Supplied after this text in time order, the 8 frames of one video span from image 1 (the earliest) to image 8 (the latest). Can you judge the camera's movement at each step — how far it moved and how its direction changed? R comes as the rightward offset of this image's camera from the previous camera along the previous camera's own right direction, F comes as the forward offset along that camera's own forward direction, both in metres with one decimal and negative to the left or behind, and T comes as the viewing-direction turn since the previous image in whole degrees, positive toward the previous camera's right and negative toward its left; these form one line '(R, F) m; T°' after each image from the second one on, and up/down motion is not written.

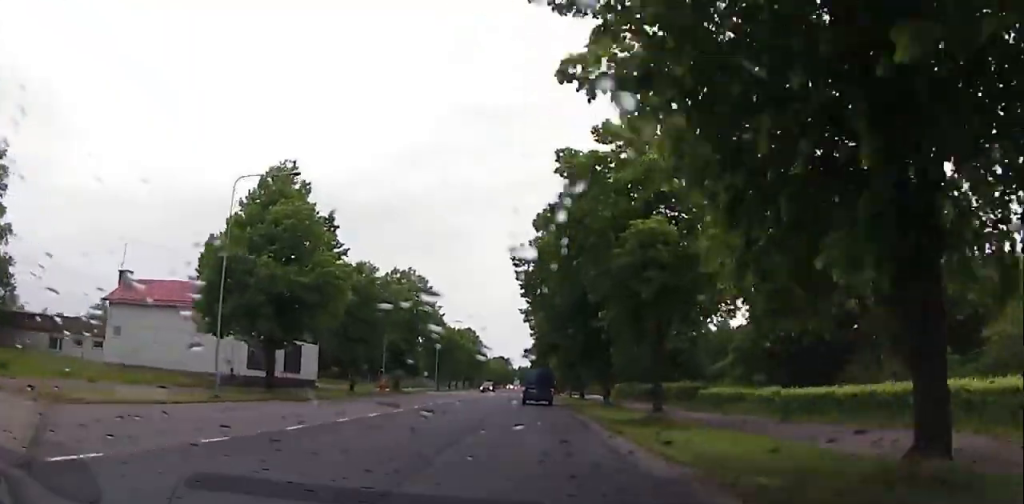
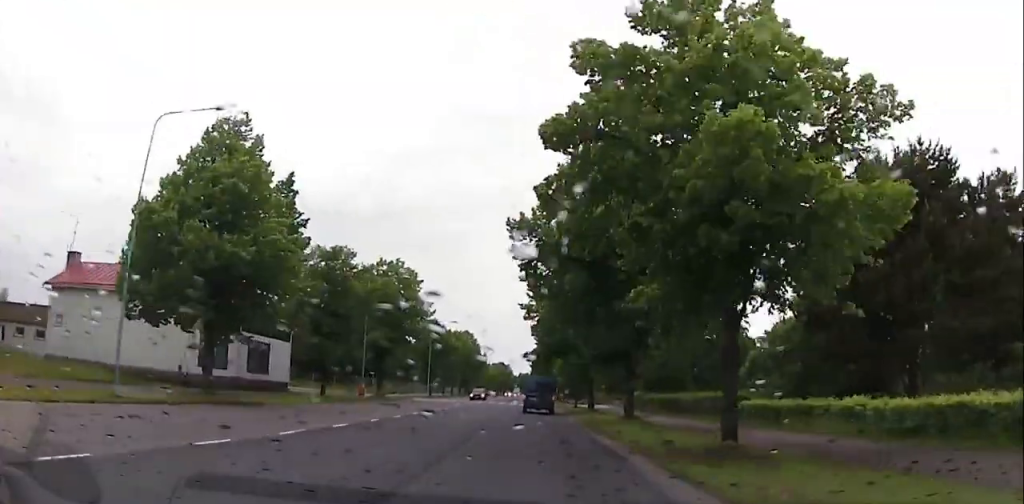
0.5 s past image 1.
(0.0, +7.7) m; 0°
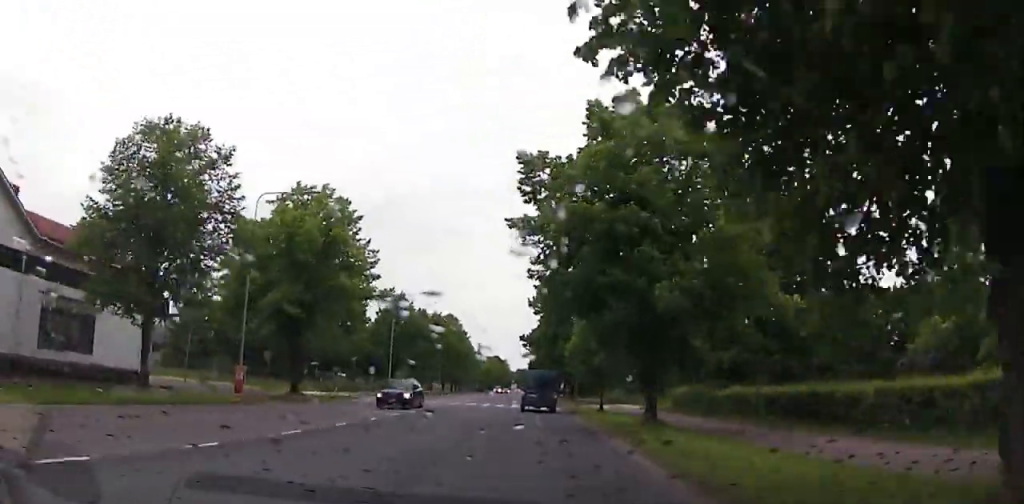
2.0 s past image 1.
(0.0, +22.9) m; -2°
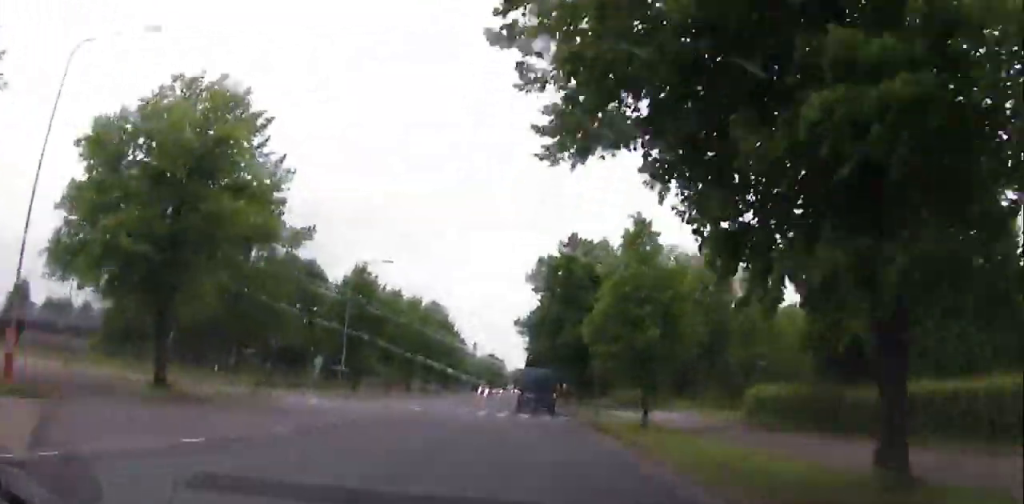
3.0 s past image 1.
(-0.5, +15.5) m; 0°
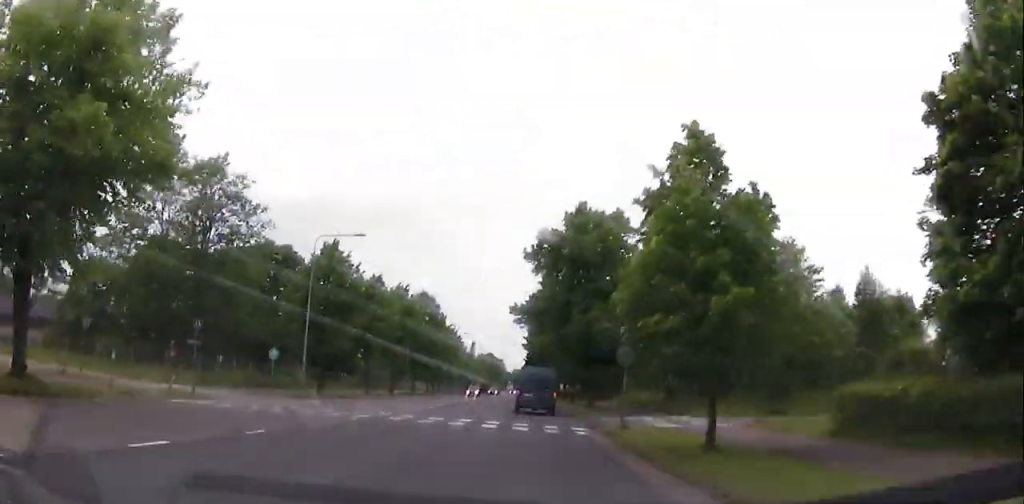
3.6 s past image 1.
(+0.3, +8.5) m; +1°
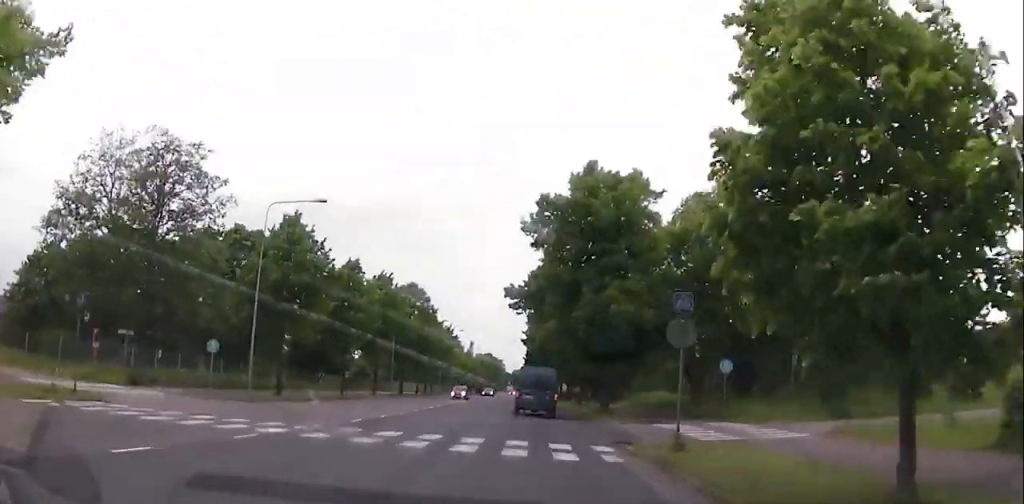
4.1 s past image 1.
(+0.1, +8.0) m; +1°
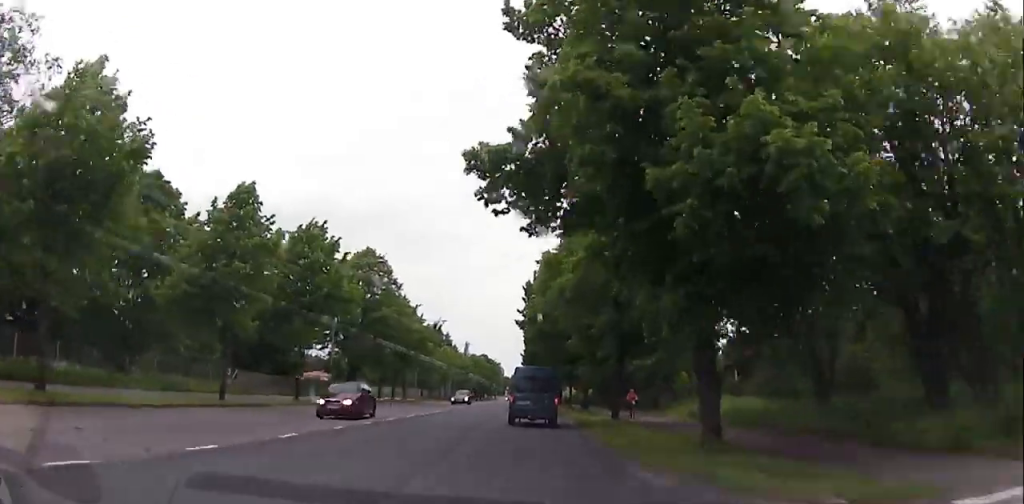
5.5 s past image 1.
(0.0, +20.6) m; 0°
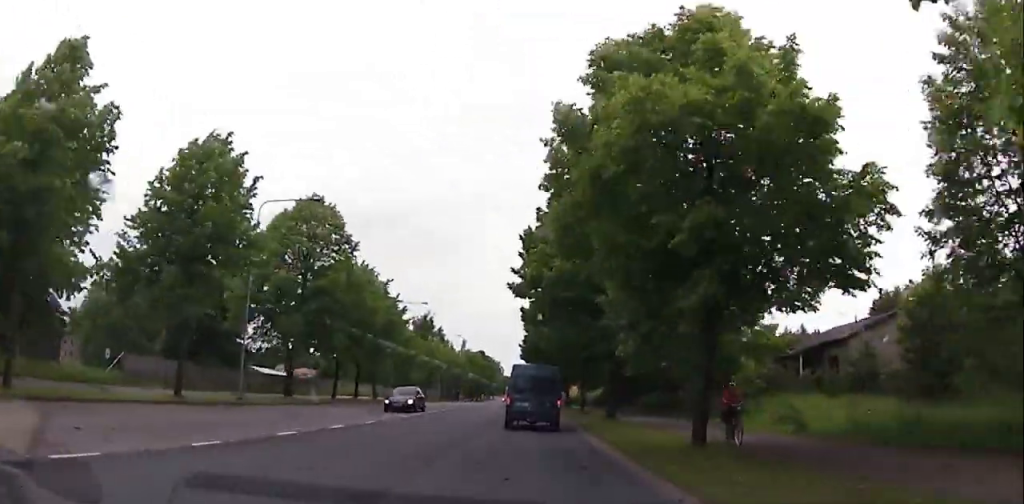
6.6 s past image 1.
(0.0, +14.9) m; -1°
